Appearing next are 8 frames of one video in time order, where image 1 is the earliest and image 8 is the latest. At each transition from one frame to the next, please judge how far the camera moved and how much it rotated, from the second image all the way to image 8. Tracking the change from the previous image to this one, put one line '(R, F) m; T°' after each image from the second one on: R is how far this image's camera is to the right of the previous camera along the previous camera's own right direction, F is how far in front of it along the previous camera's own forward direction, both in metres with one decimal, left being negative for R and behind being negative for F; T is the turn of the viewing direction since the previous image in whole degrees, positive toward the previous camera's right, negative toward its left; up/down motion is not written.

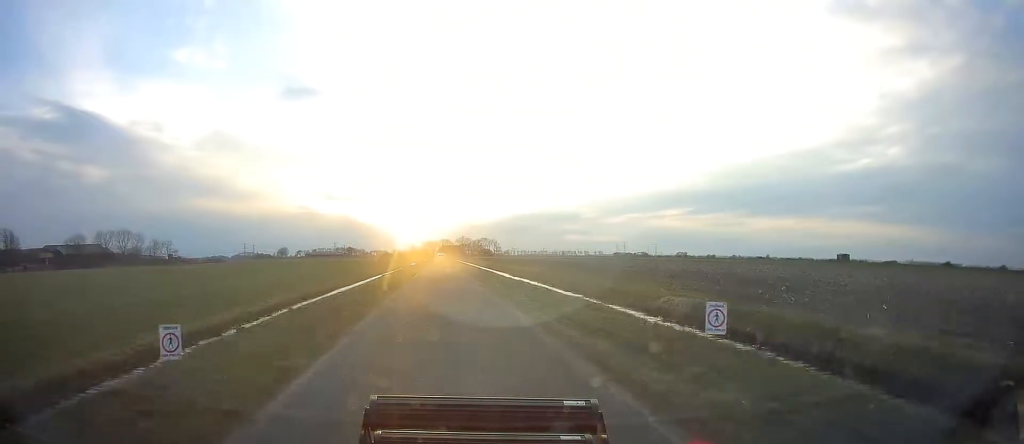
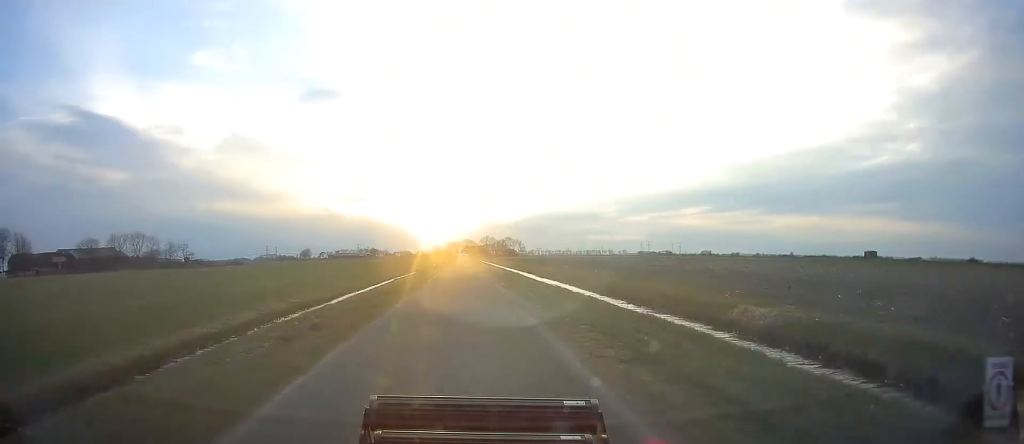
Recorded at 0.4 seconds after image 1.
(0.0, +5.6) m; -1°
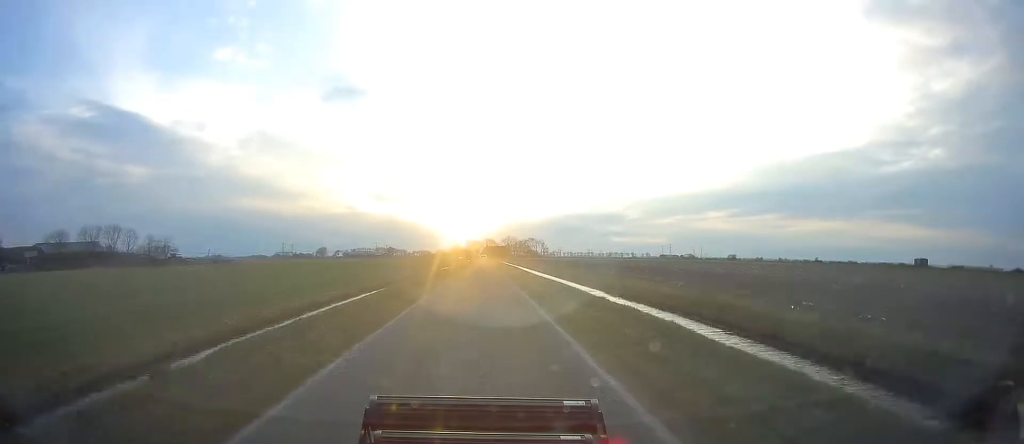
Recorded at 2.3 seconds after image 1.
(-1.6, +30.9) m; -4°
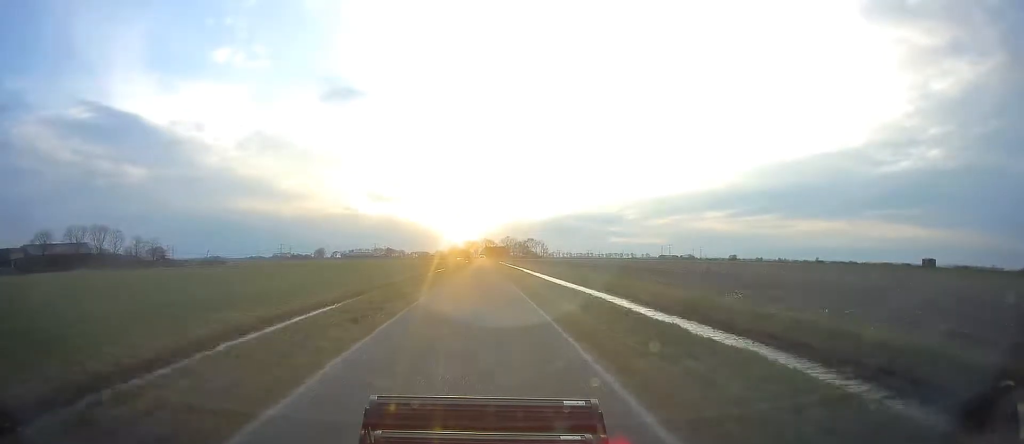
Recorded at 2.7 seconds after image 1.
(0.0, +7.8) m; 0°
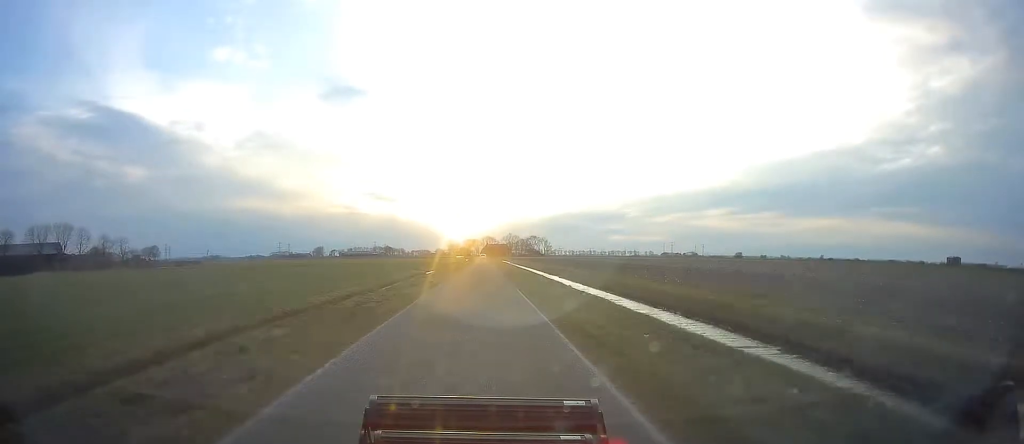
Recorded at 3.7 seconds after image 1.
(+0.1, +20.7) m; 0°
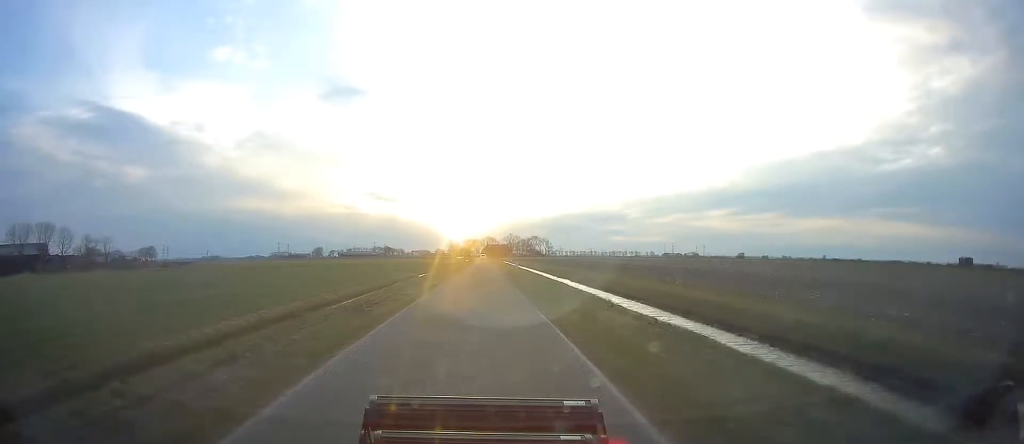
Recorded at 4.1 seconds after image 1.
(0.0, +9.9) m; 0°
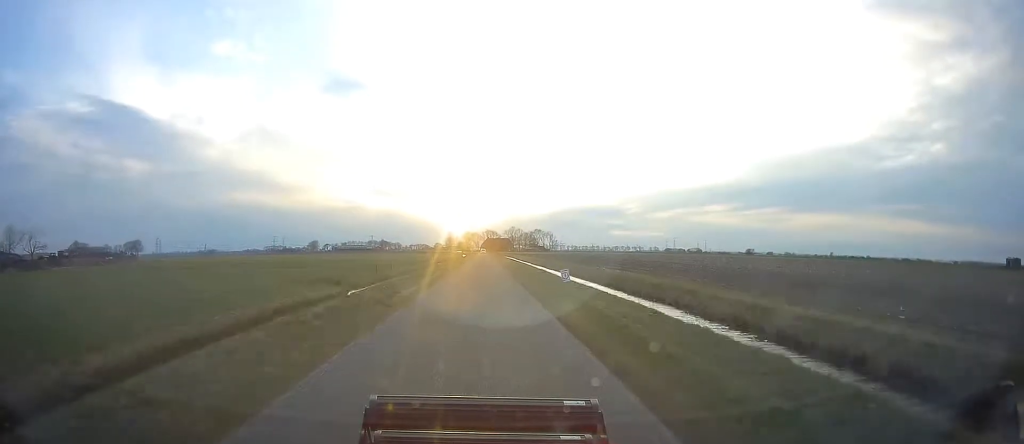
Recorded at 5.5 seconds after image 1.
(-0.4, +35.4) m; 0°
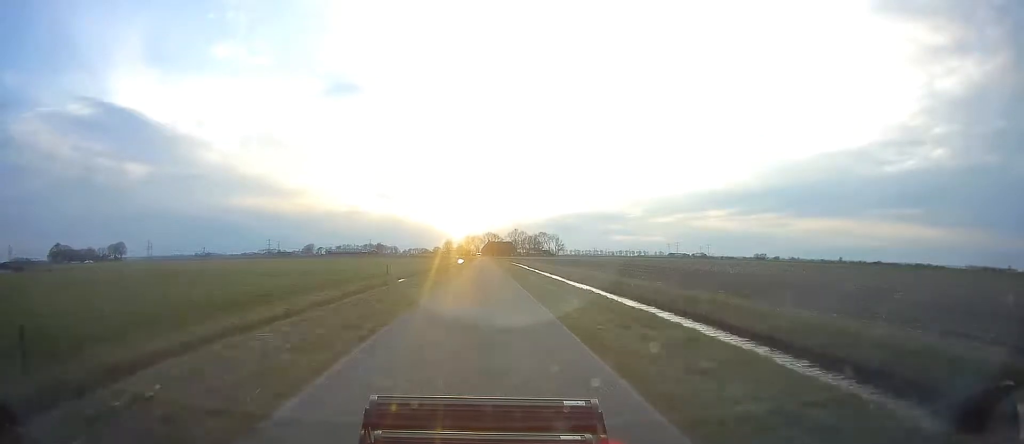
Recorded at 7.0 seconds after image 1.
(+0.7, +40.8) m; 0°
